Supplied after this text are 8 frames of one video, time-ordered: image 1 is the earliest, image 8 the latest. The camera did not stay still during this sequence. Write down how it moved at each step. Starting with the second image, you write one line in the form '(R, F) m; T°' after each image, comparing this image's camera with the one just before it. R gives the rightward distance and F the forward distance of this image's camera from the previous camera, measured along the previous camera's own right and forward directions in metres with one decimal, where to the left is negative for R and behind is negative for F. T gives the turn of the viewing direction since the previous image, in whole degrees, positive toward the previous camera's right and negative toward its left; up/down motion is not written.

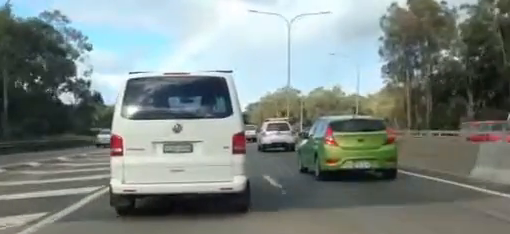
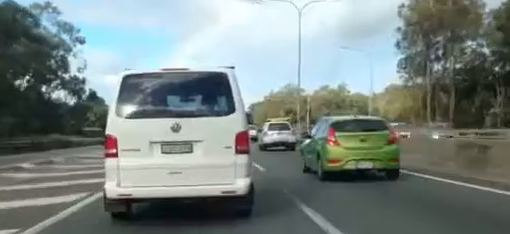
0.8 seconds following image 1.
(0.0, +5.5) m; +1°
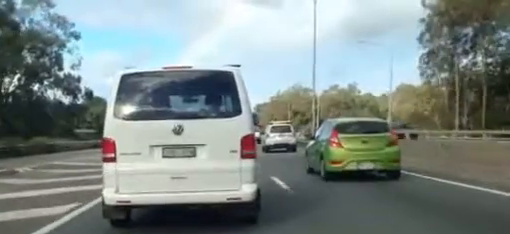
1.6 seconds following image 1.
(0.0, +5.9) m; +1°
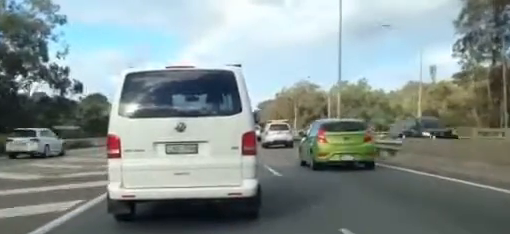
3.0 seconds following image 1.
(-0.1, +9.1) m; -4°
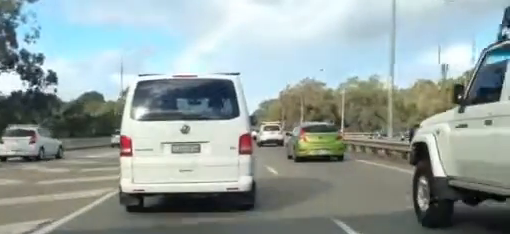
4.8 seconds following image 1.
(-0.3, +11.5) m; -1°
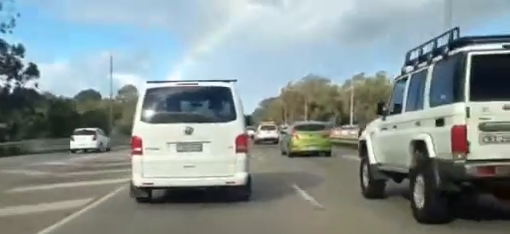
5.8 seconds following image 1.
(0.0, +6.5) m; -1°
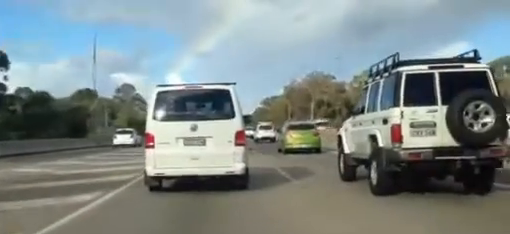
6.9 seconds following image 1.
(-0.1, +8.6) m; -1°
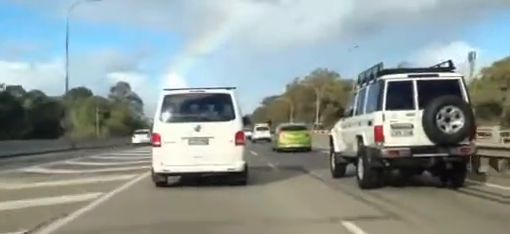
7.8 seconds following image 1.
(-0.1, +8.8) m; 0°
